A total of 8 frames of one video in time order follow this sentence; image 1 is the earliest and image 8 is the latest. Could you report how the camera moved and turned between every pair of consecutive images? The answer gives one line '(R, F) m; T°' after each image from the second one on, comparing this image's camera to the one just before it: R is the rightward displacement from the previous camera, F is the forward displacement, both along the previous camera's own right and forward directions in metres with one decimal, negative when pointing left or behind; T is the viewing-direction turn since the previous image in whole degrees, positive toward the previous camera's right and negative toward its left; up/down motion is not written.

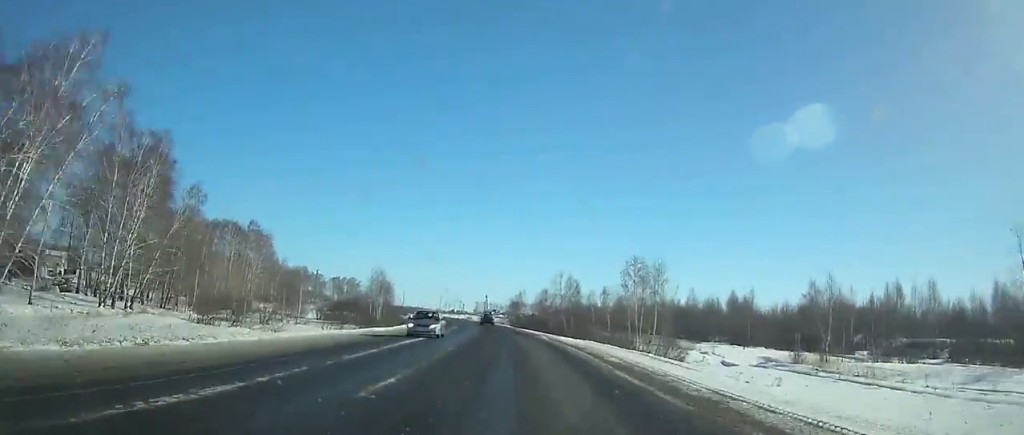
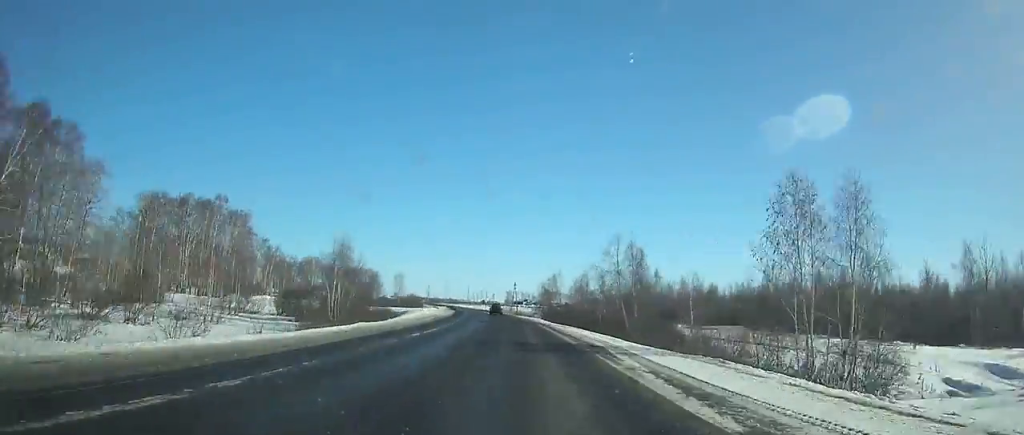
(+0.2, +28.2) m; -3°
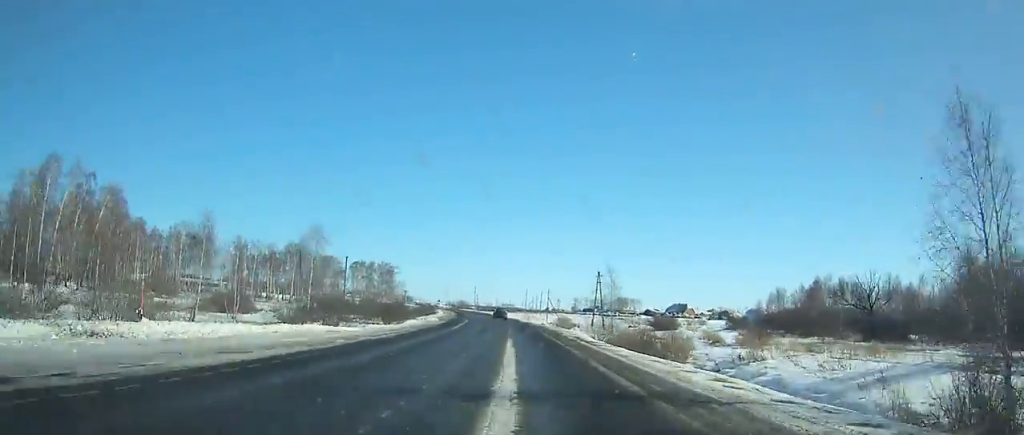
(-8.0, +95.1) m; -7°
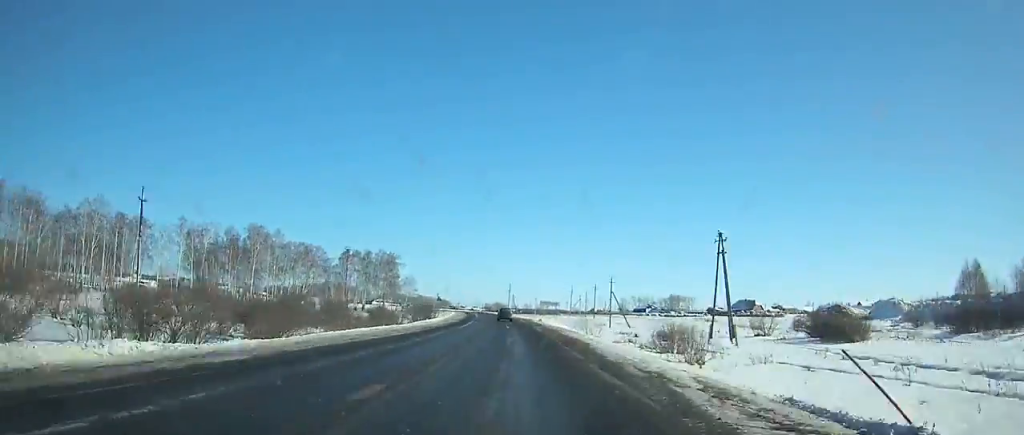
(-1.6, +56.5) m; -3°
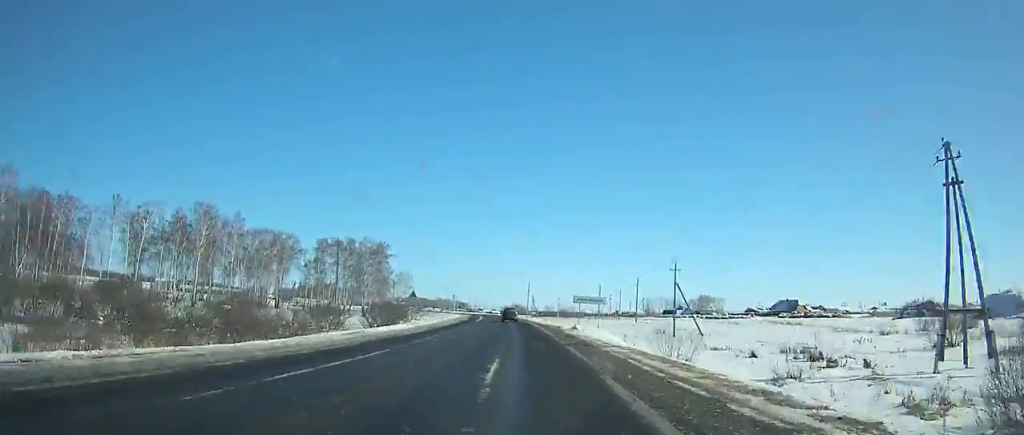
(-0.1, +35.3) m; -2°
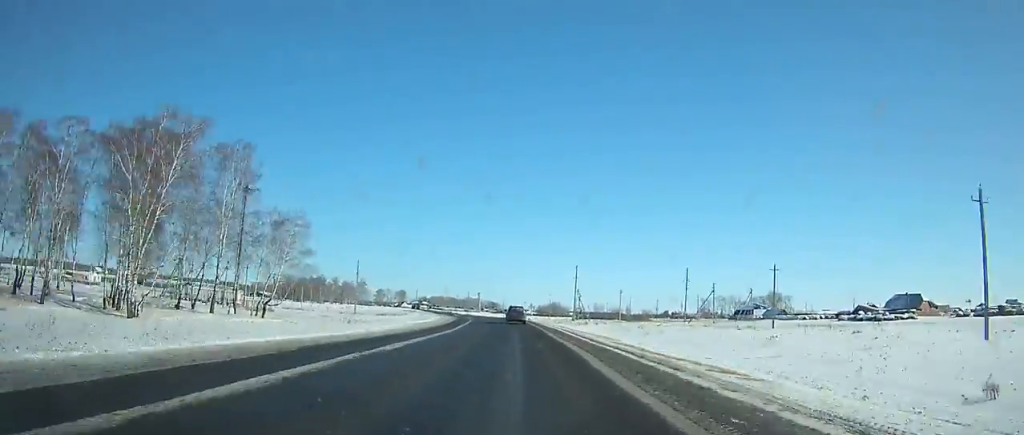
(-4.1, +89.2) m; -4°
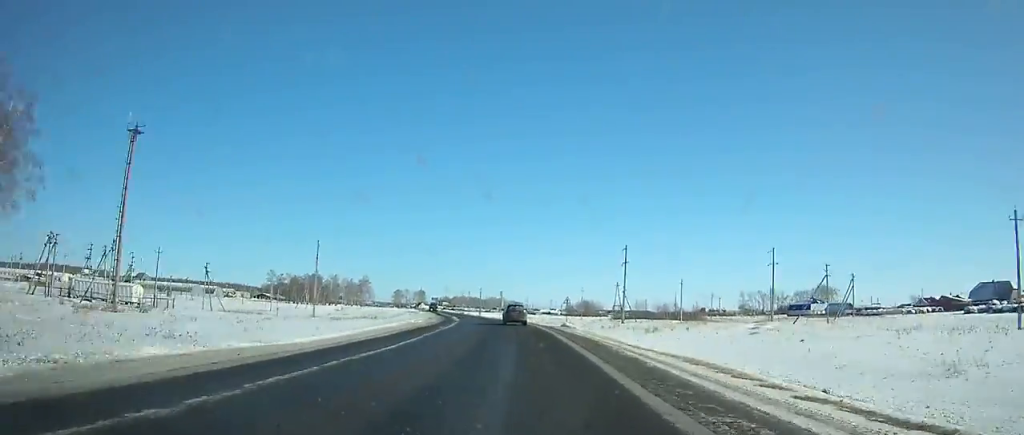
(-0.6, +41.7) m; -2°
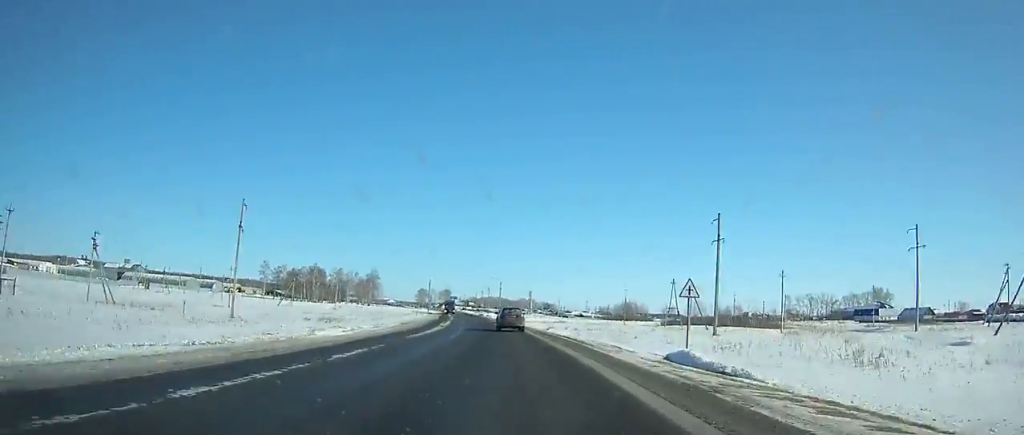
(-0.4, +36.7) m; -3°
